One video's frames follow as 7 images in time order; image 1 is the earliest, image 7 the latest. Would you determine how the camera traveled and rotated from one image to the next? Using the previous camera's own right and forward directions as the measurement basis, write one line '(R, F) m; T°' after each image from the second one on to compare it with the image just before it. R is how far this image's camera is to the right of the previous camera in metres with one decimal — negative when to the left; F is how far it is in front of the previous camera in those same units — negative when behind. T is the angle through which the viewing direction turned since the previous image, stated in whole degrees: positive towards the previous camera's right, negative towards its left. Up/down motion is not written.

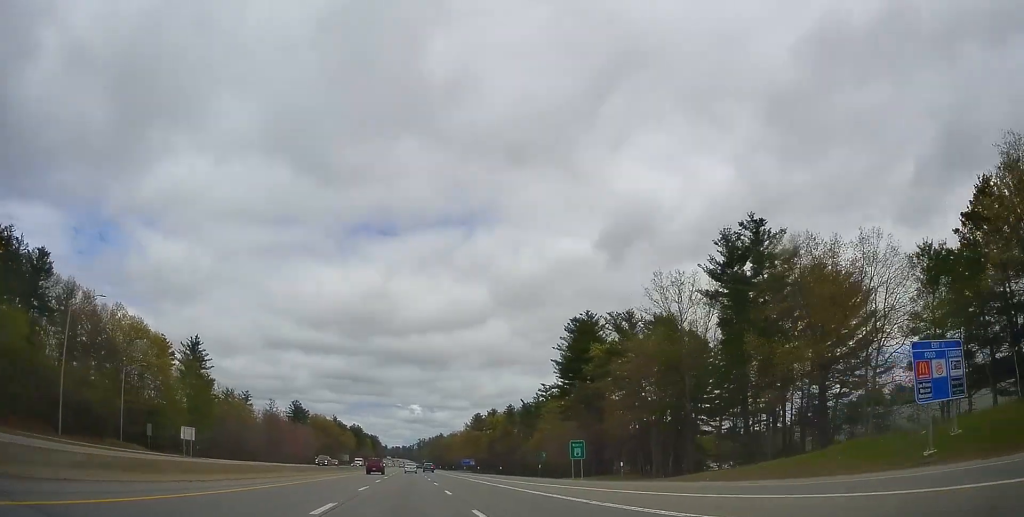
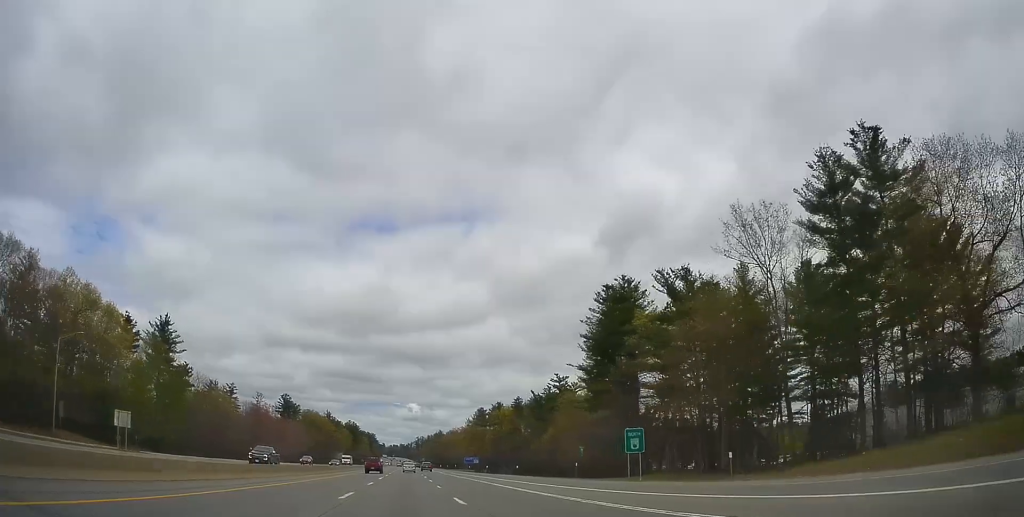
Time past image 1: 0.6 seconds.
(-0.1, +18.6) m; 0°
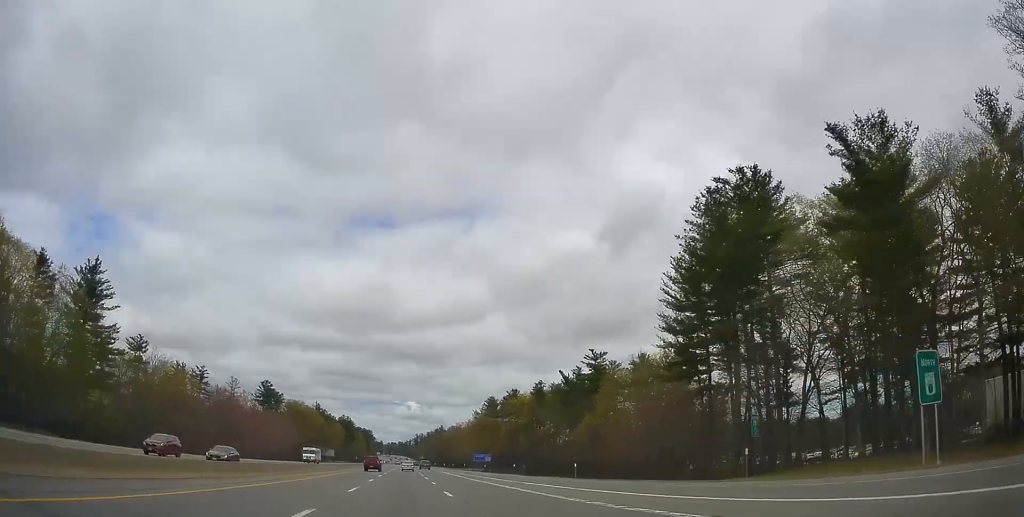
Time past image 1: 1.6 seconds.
(+0.2, +32.9) m; 0°
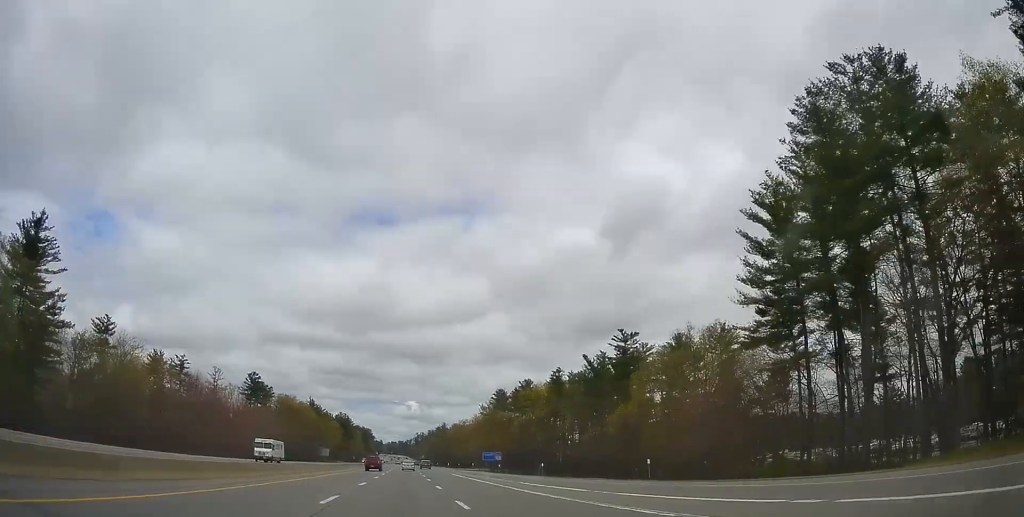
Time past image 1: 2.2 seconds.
(-0.2, +18.5) m; 0°
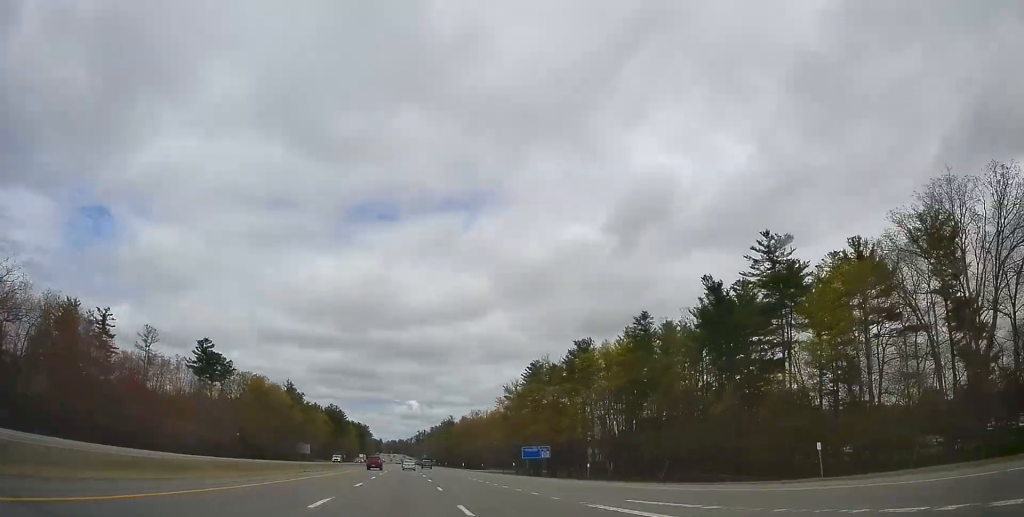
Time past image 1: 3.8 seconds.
(-0.2, +50.0) m; -1°
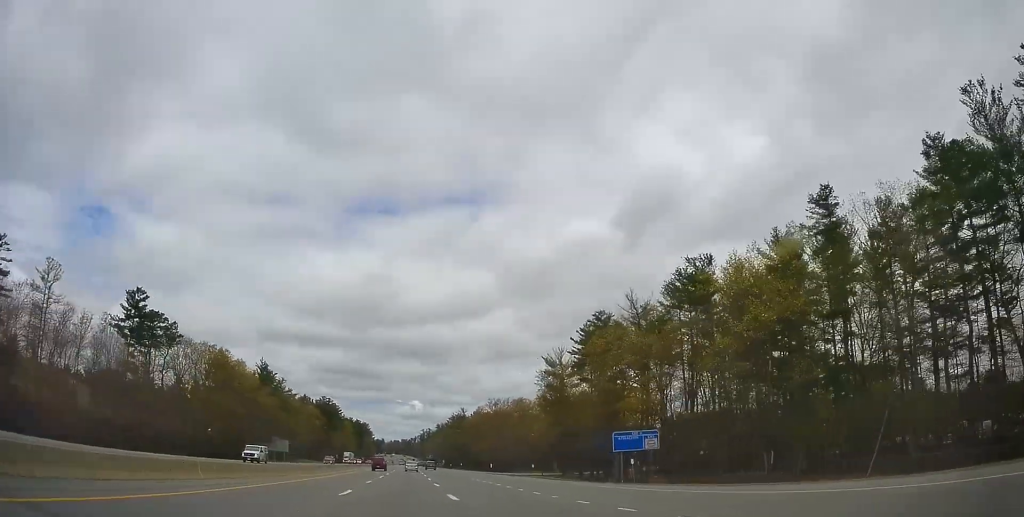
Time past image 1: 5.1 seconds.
(+0.2, +42.8) m; +1°
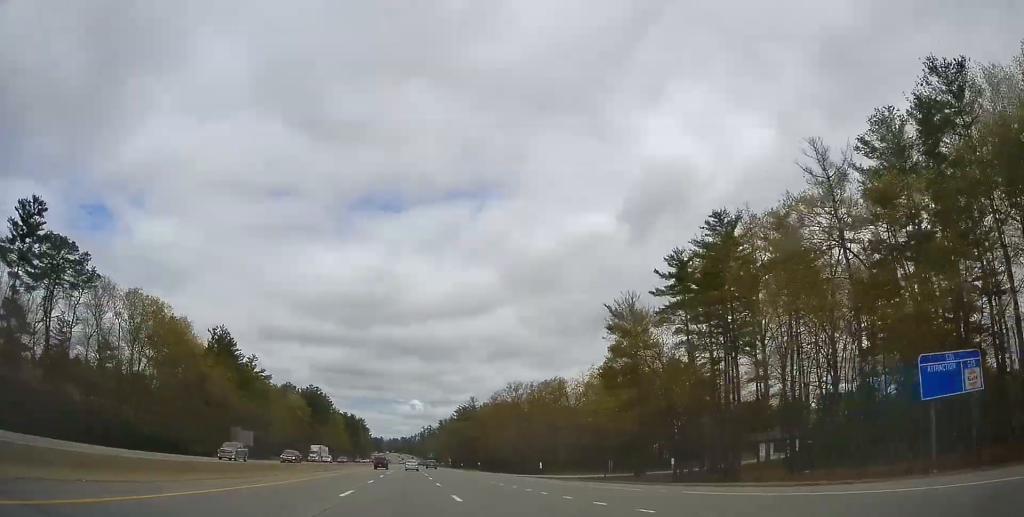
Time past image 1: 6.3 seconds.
(-0.2, +37.8) m; 0°
